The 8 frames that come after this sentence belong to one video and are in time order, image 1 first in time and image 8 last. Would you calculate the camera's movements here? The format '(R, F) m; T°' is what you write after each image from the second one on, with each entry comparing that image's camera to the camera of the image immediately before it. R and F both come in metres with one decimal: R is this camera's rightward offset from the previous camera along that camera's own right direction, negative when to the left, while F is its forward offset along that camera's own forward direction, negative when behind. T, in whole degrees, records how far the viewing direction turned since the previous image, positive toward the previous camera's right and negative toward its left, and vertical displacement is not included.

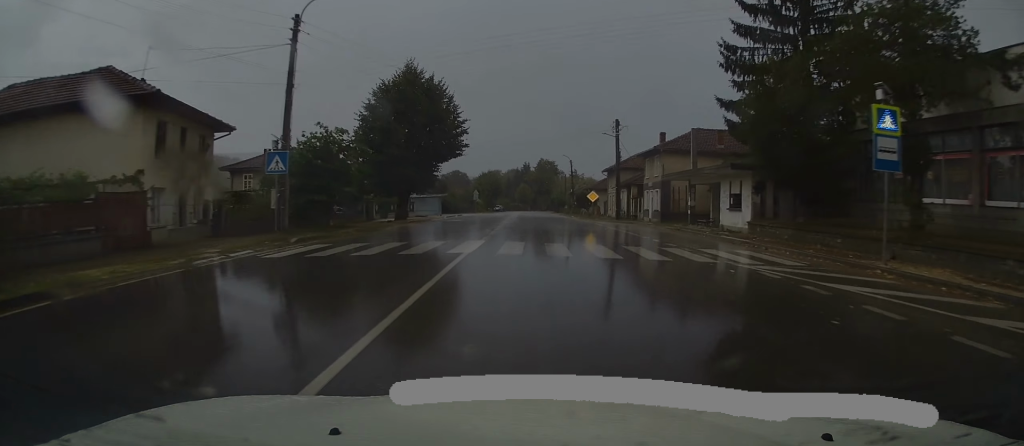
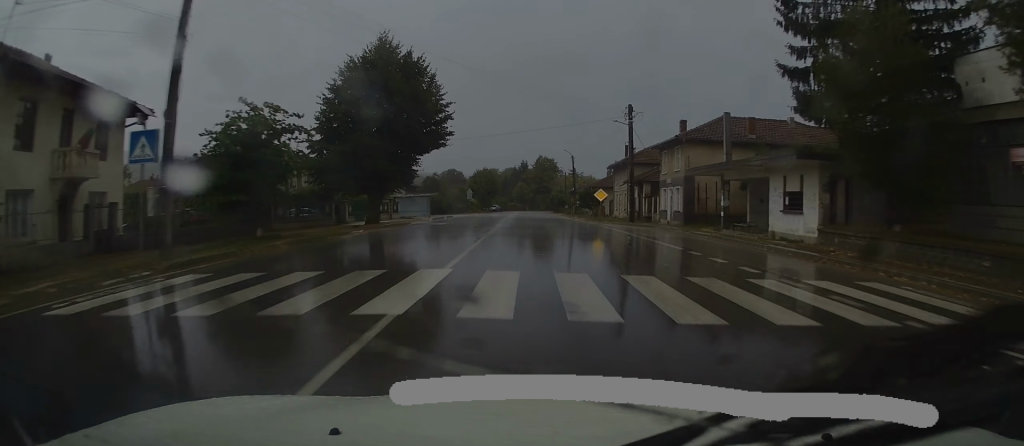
(+0.1, +7.0) m; 0°
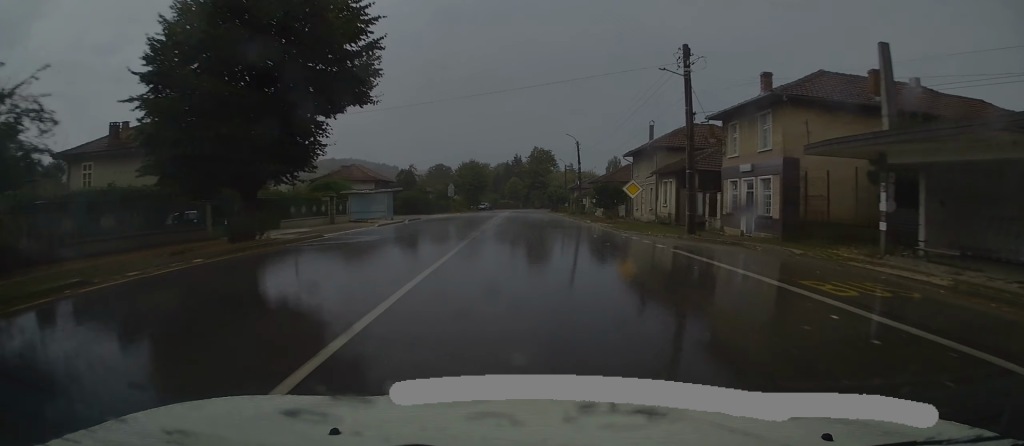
(+0.1, +15.5) m; 0°
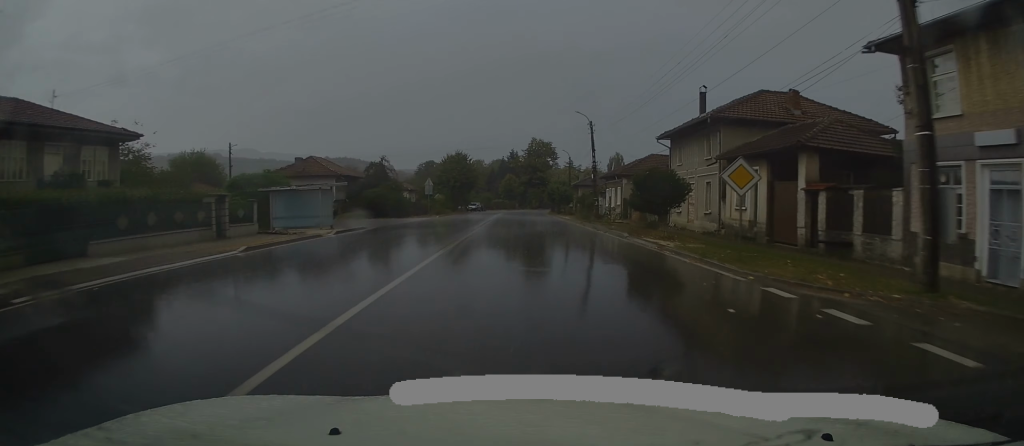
(0.0, +15.0) m; +1°
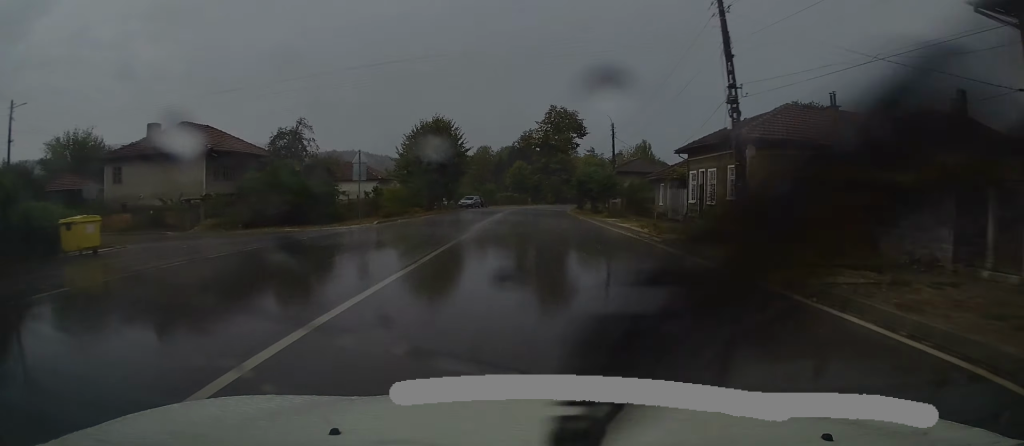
(+0.4, +28.4) m; 0°
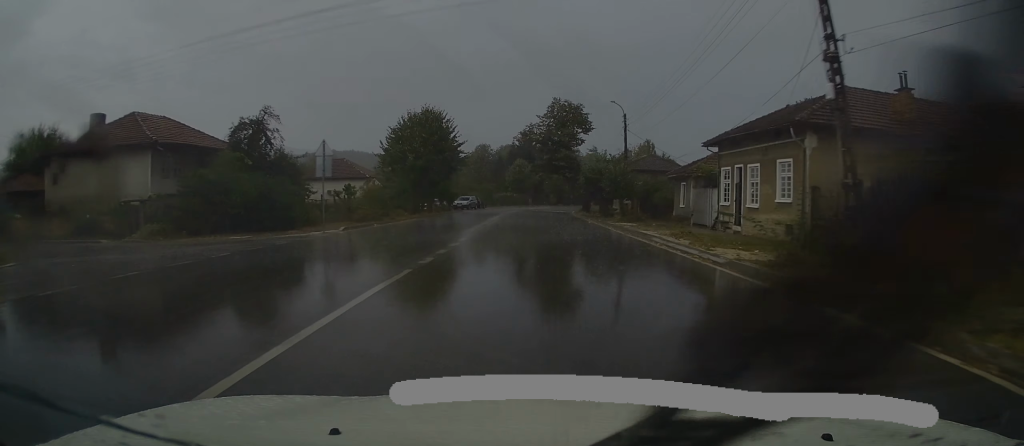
(+0.1, +5.7) m; -1°
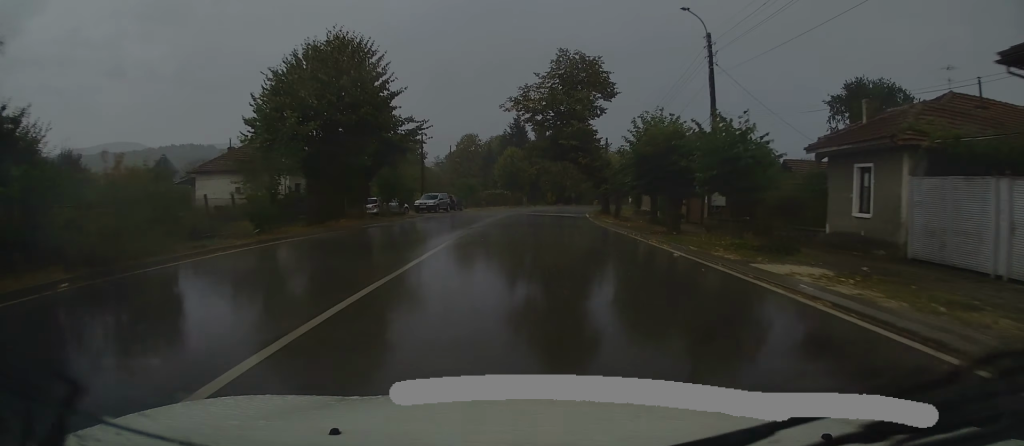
(-0.4, +21.2) m; 0°
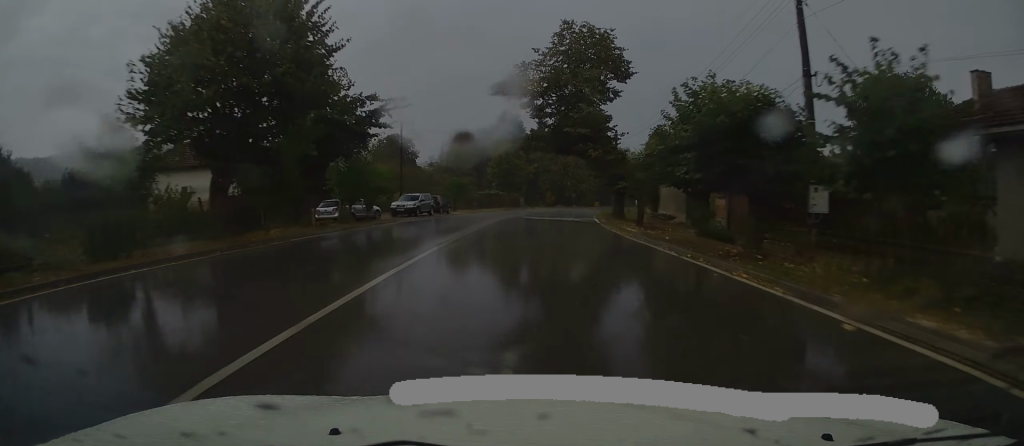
(+0.2, +7.7) m; +1°
